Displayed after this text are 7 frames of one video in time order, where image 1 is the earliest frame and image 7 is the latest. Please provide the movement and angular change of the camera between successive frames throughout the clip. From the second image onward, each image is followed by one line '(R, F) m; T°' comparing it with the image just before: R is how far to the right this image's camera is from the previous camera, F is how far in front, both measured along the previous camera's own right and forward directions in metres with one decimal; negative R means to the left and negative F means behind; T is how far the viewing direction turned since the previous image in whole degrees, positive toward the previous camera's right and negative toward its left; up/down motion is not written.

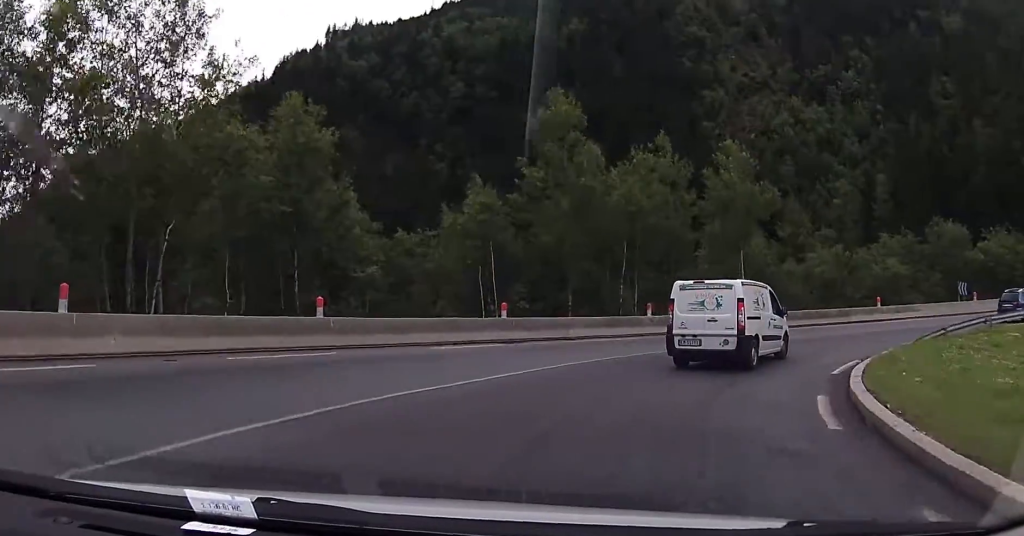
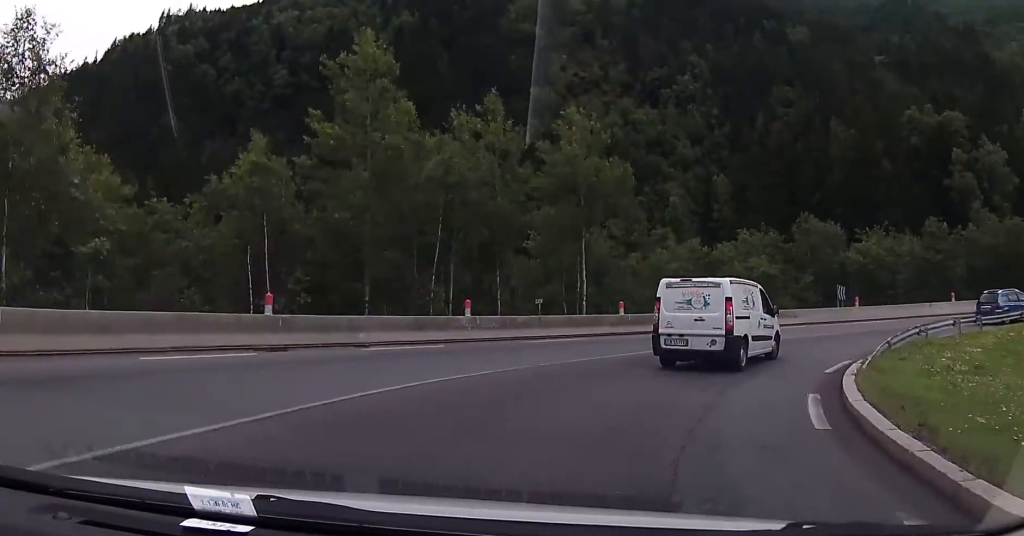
(+1.0, +6.5) m; +17°
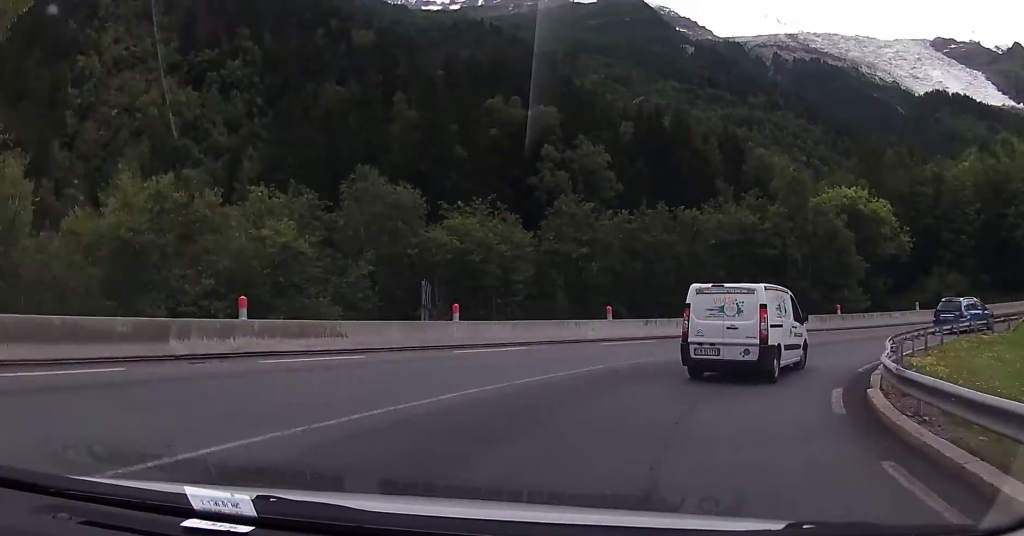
(+6.6, +16.8) m; +42°
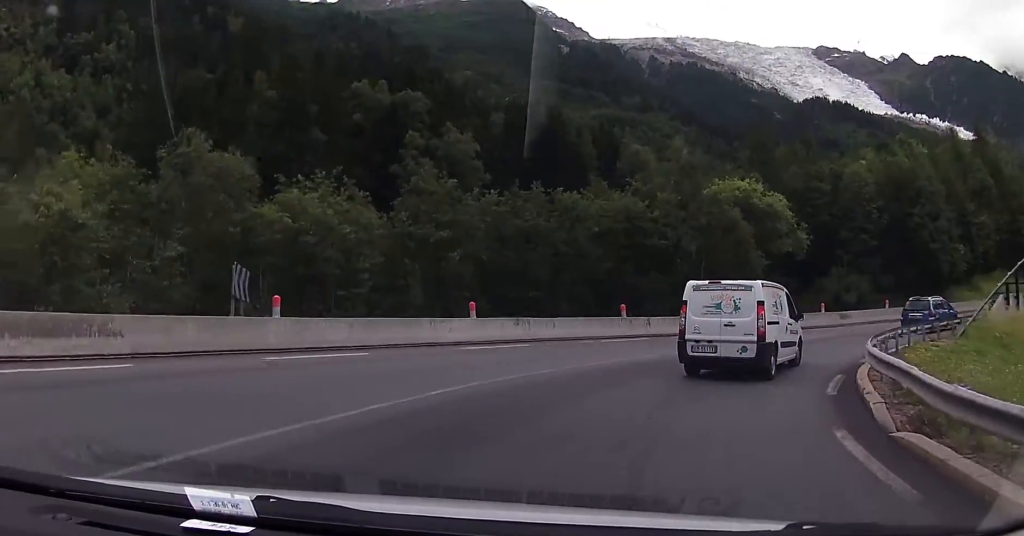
(+0.5, +4.9) m; +11°
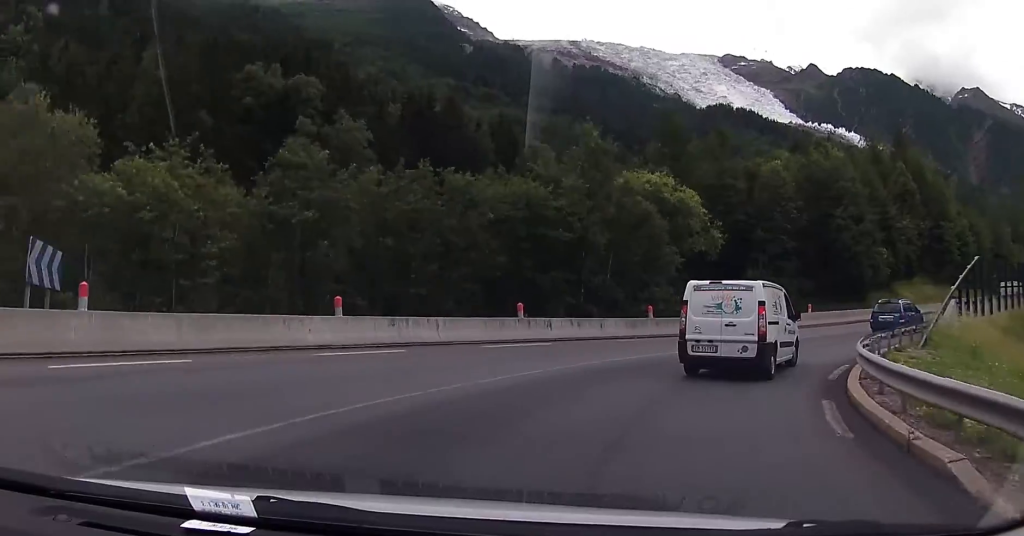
(+0.5, +4.1) m; +9°
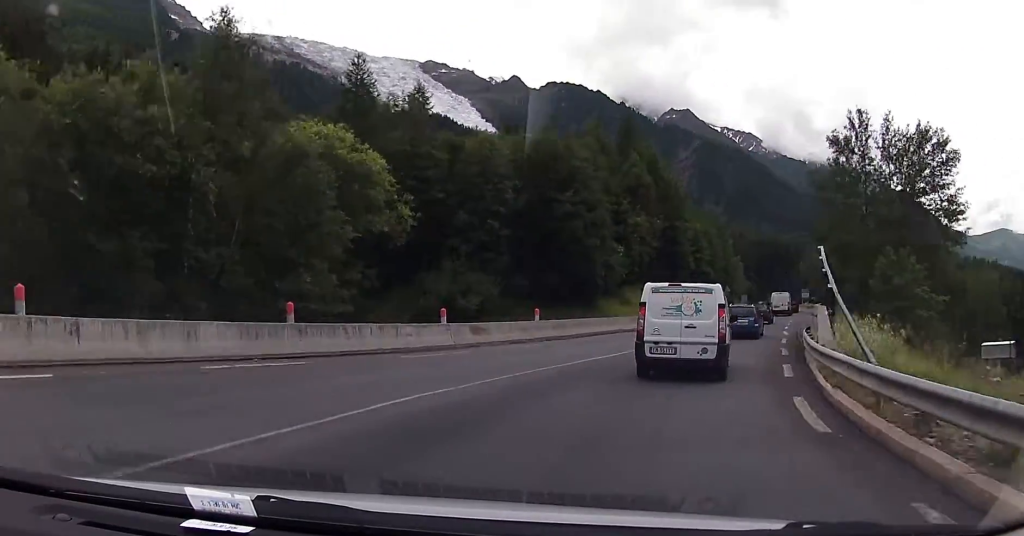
(+2.6, +12.4) m; +27°
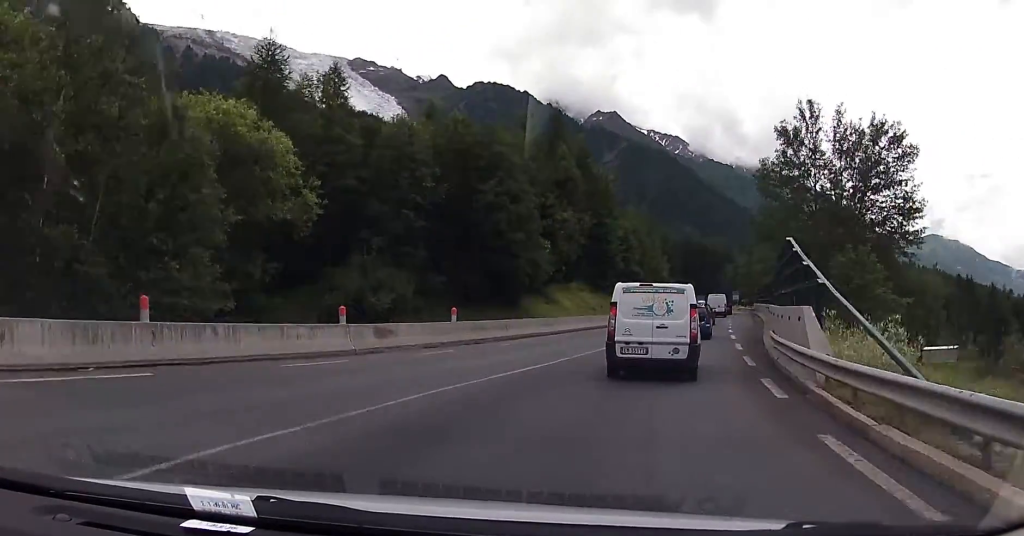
(+0.6, +3.7) m; +8°
